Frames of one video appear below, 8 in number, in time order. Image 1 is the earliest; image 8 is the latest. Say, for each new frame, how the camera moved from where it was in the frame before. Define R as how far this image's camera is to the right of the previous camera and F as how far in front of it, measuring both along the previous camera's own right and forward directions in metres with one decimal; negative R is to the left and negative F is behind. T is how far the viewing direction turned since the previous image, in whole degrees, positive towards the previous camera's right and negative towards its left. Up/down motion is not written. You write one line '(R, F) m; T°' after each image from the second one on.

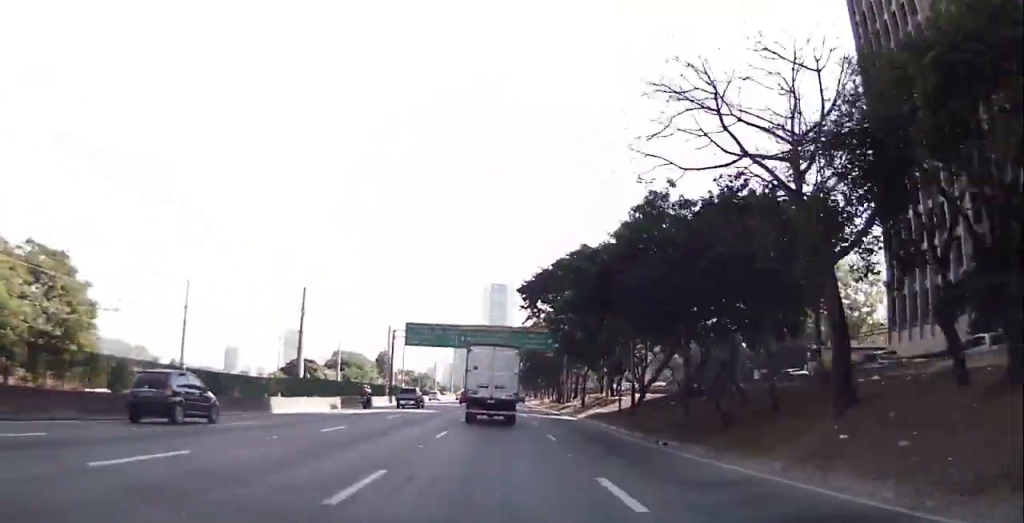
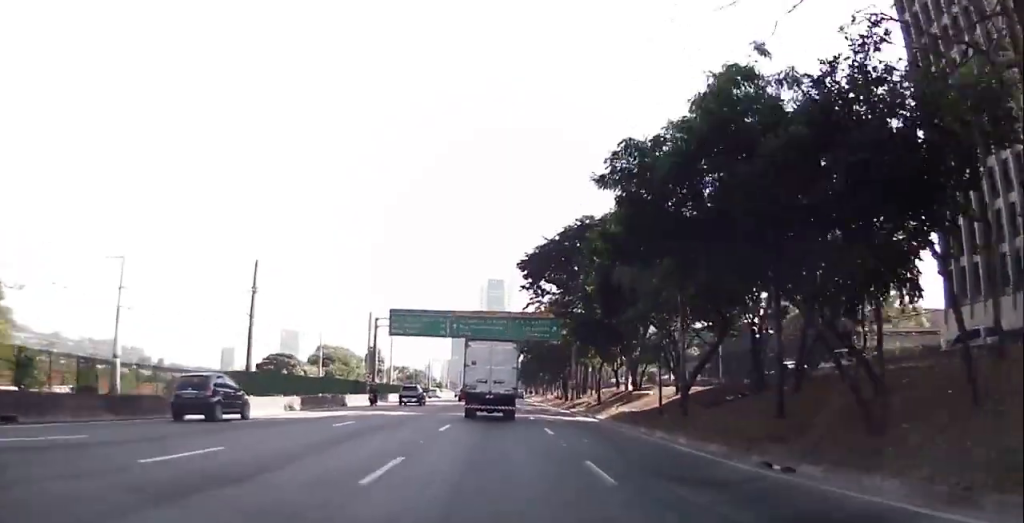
(0.0, +9.9) m; 0°
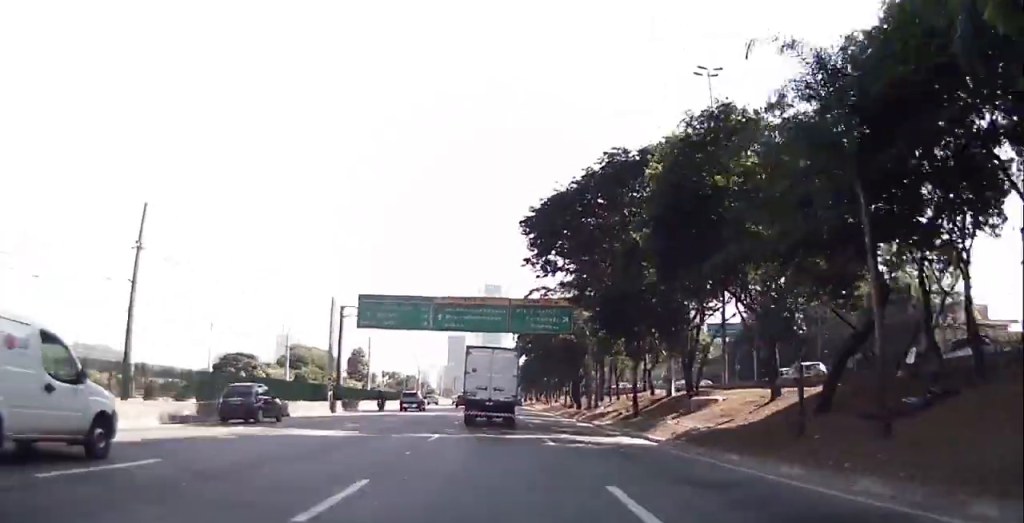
(0.0, +13.9) m; 0°
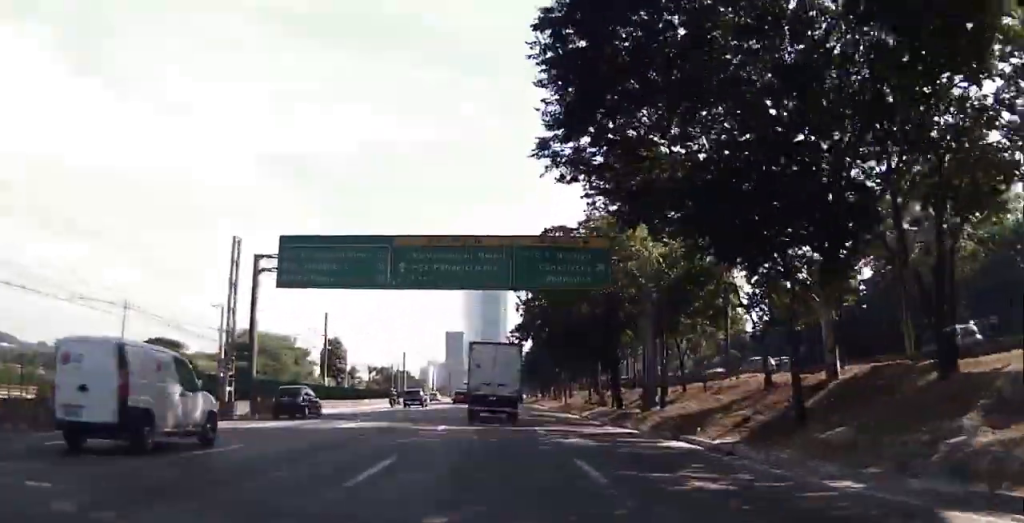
(0.0, +21.0) m; 0°
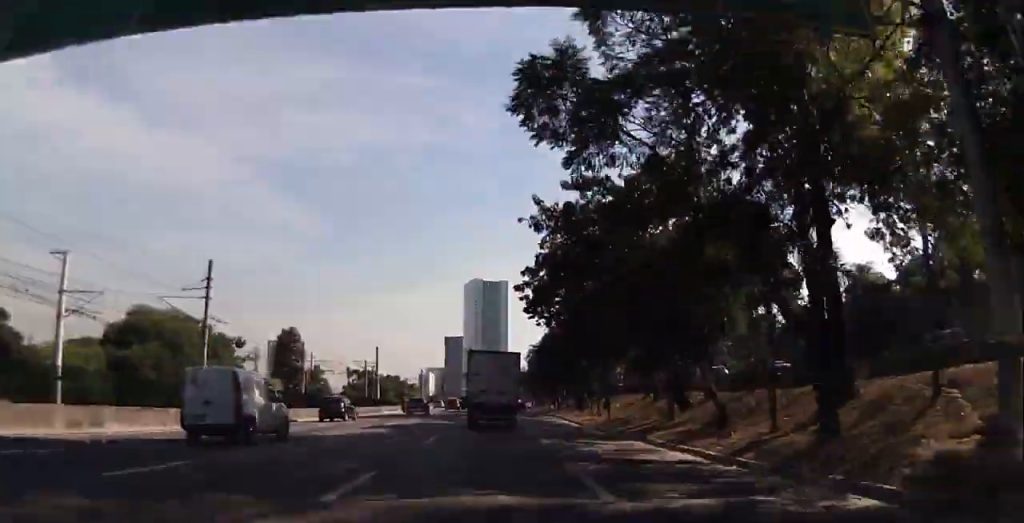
(0.0, +29.9) m; 0°
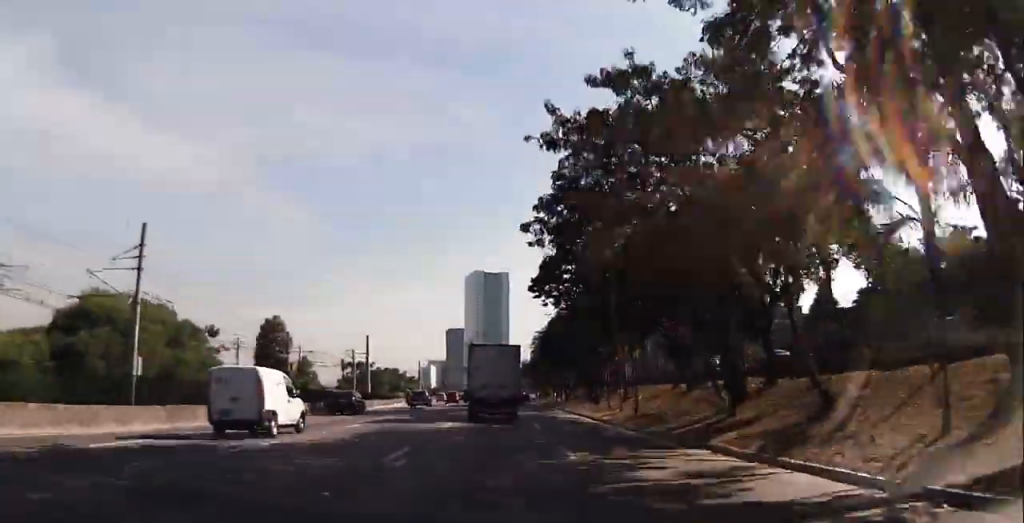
(0.0, +8.4) m; 0°
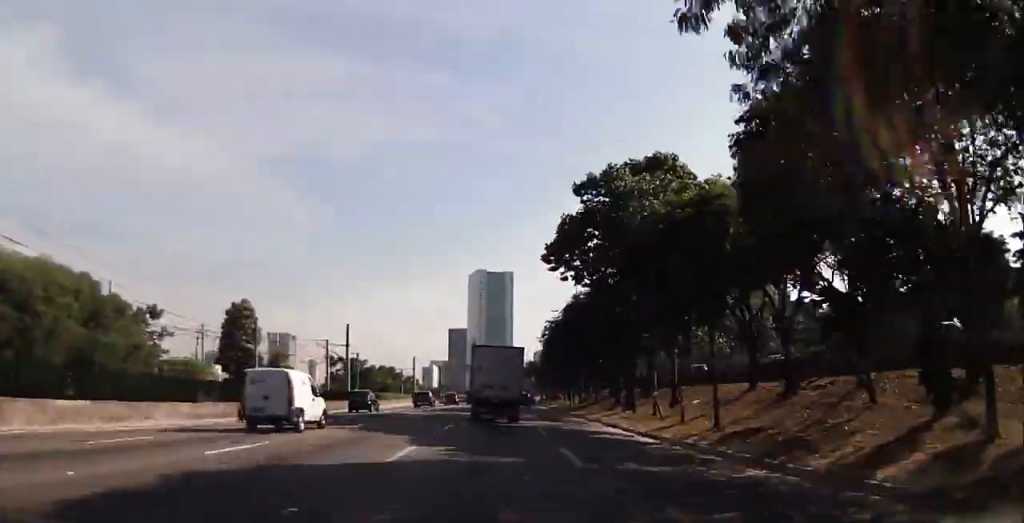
(0.0, +13.2) m; 0°
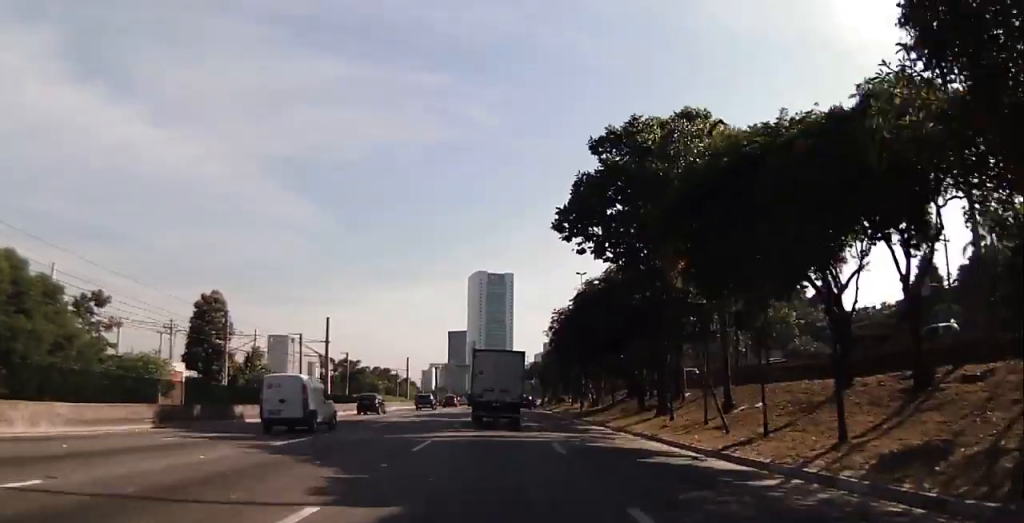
(-0.1, +8.5) m; +1°
